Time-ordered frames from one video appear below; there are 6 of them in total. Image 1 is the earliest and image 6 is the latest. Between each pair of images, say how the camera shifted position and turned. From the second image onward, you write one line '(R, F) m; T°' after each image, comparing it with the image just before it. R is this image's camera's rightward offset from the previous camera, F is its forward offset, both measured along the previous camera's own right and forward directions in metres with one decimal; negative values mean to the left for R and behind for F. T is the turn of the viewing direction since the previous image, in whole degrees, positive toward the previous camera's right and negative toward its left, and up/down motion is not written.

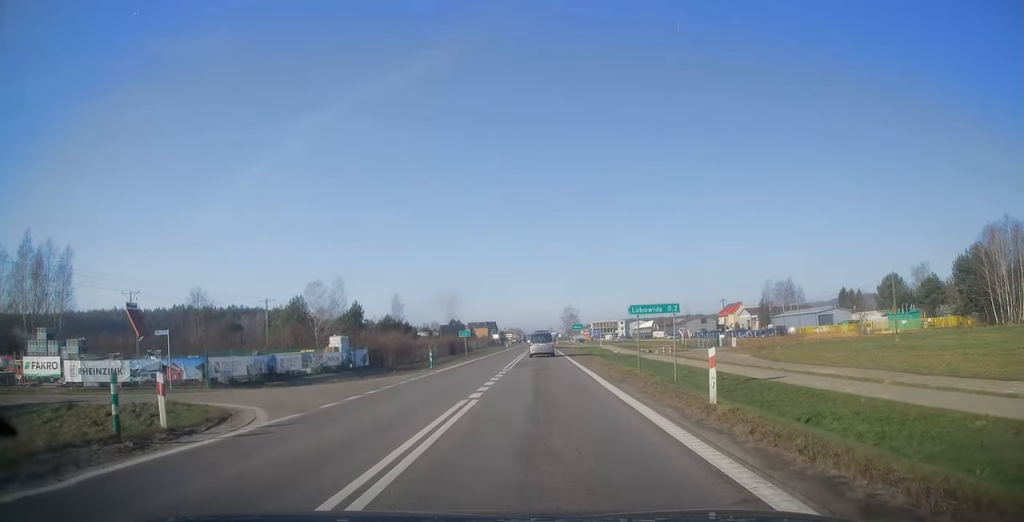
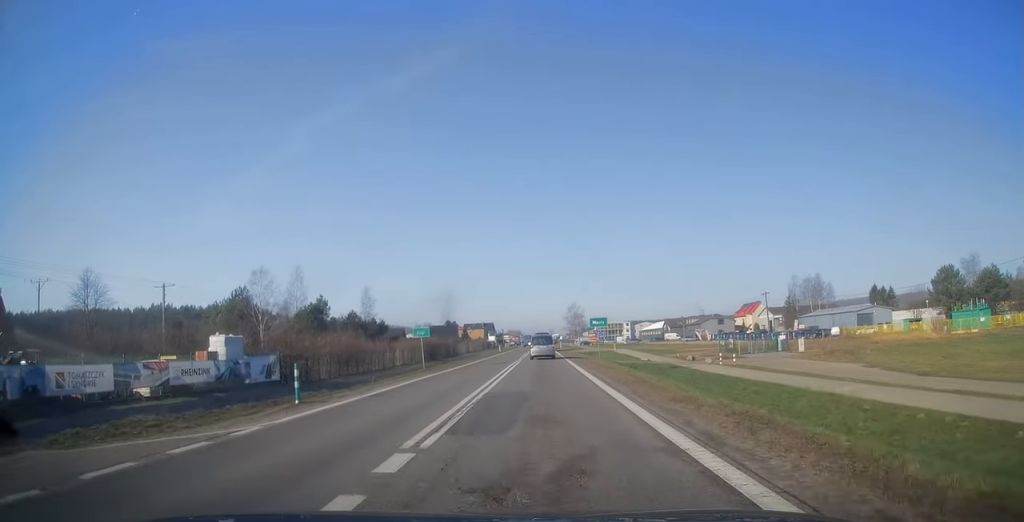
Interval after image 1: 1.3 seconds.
(0.0, +19.3) m; 0°
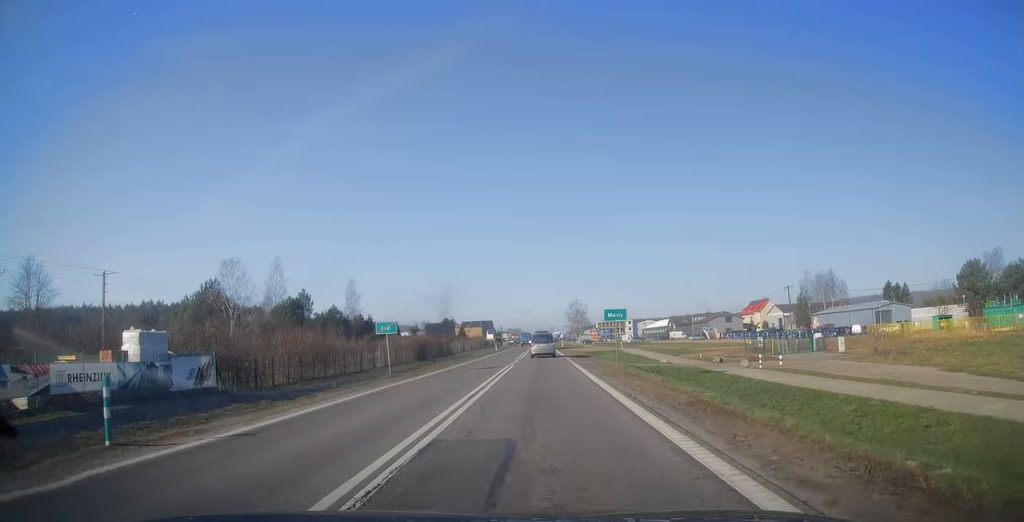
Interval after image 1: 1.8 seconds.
(0.0, +7.8) m; 0°
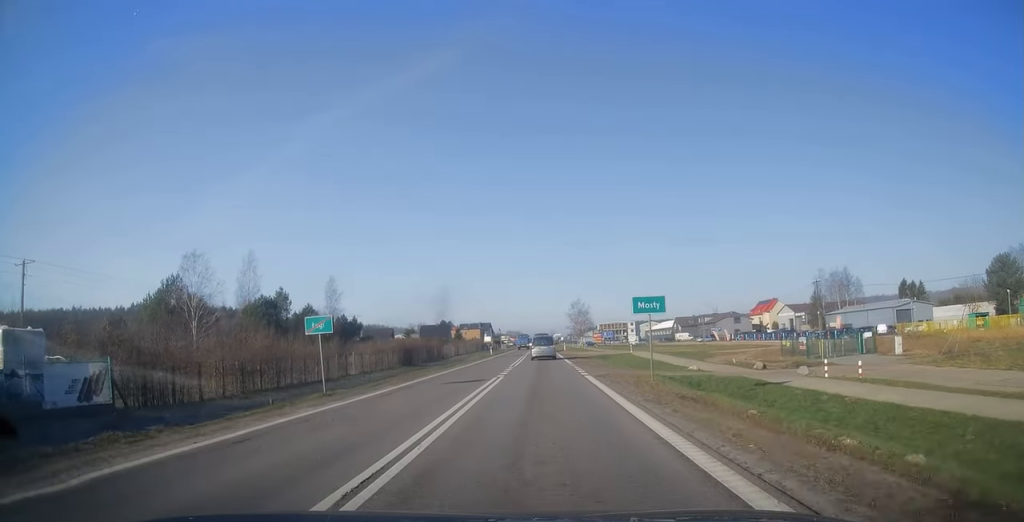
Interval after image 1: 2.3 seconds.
(0.0, +8.7) m; 0°
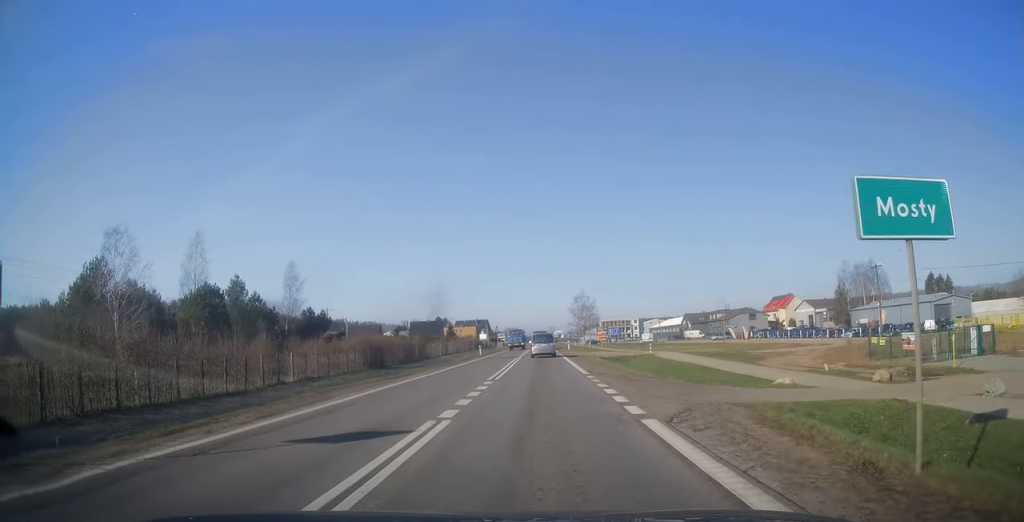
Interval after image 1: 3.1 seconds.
(0.0, +14.0) m; 0°
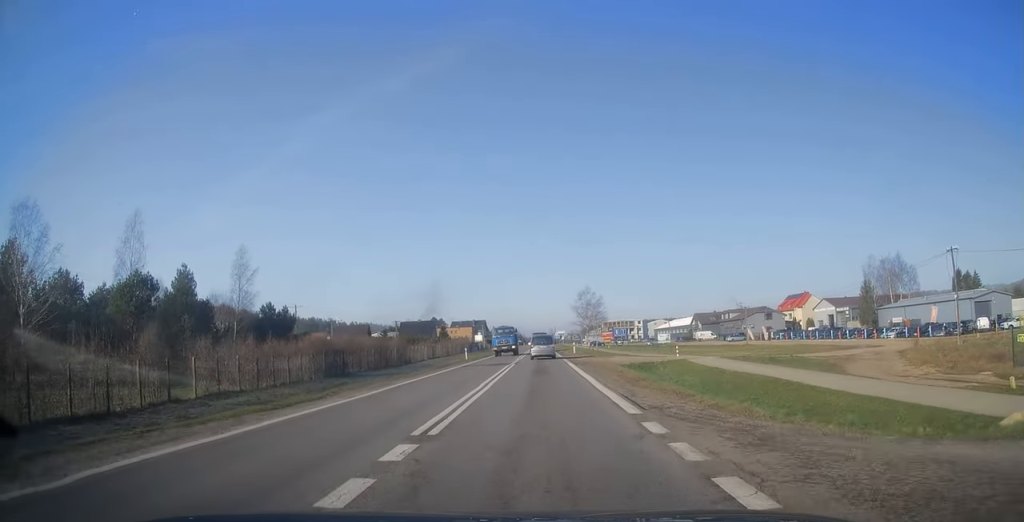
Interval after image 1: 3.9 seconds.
(-0.1, +12.8) m; 0°
